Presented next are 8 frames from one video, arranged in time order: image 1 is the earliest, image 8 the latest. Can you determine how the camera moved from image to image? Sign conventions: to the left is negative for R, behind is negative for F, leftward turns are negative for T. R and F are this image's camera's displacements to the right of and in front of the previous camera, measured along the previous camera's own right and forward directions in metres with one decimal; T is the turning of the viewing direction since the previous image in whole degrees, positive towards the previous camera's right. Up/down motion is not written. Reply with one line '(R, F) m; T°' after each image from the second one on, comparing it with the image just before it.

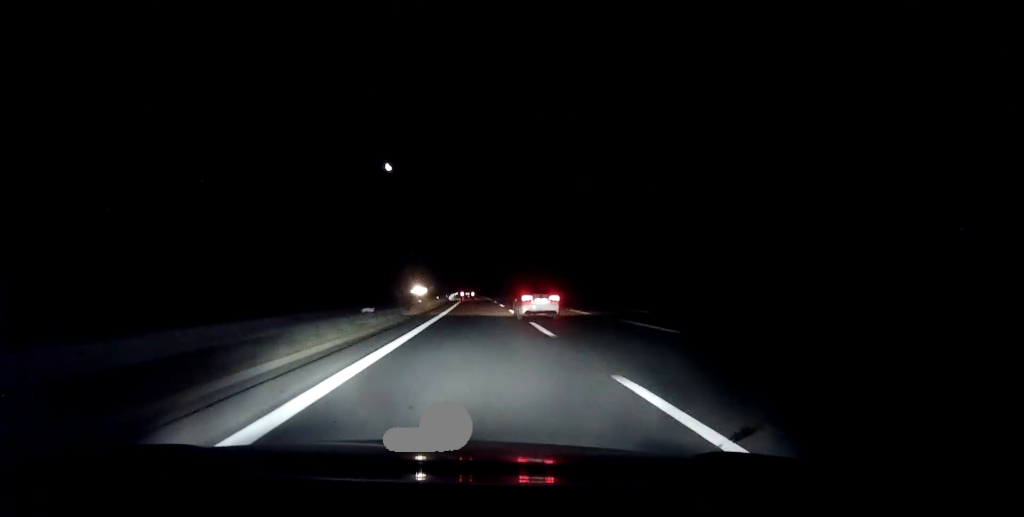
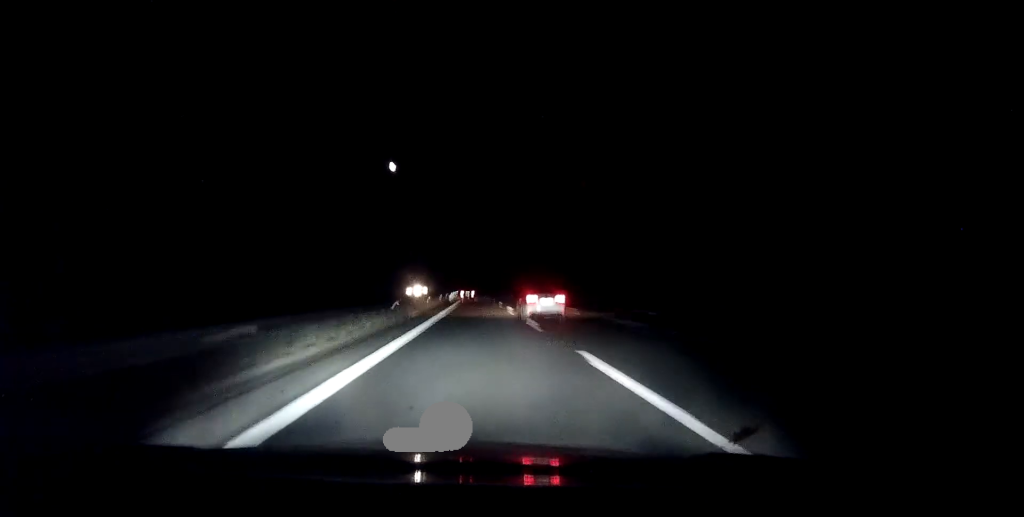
(-0.4, +27.1) m; -1°
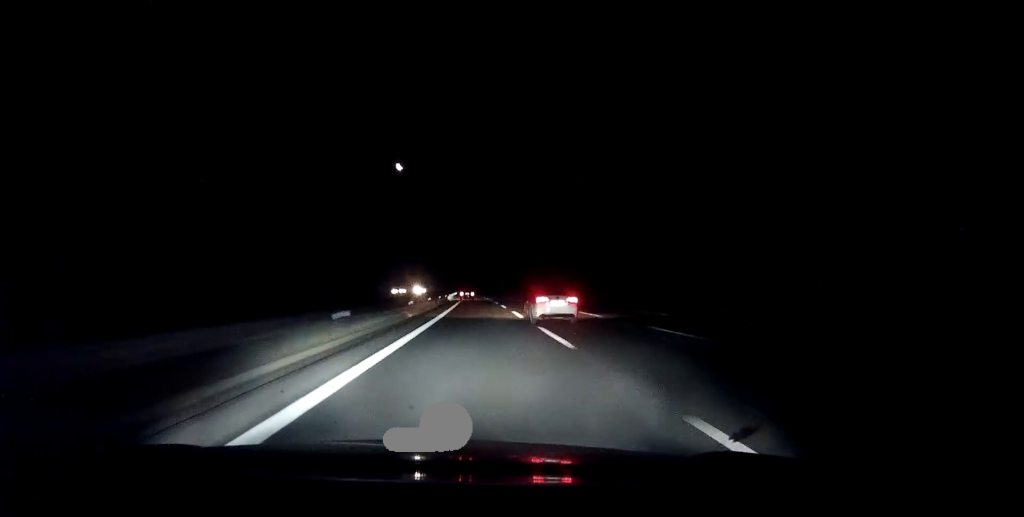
(-0.5, +49.9) m; -1°
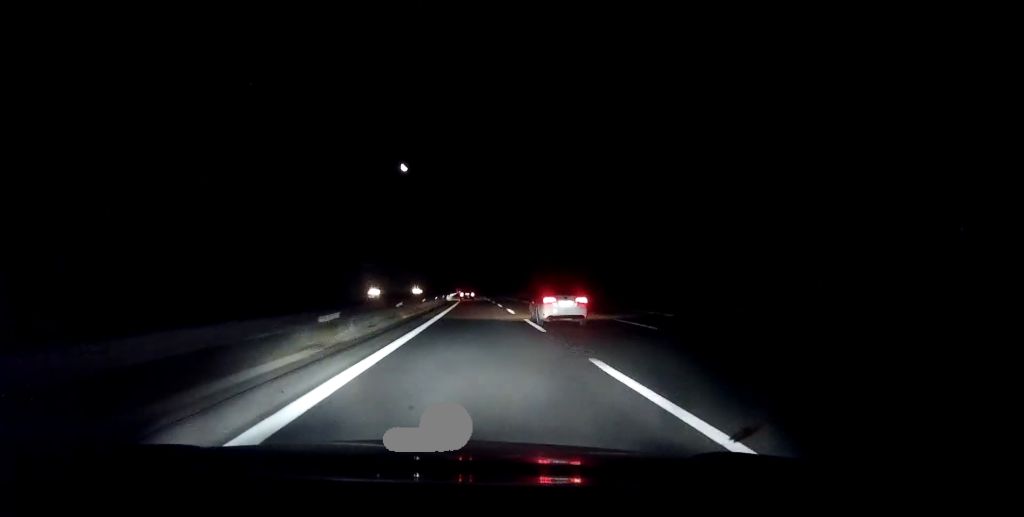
(-0.2, +41.1) m; -1°
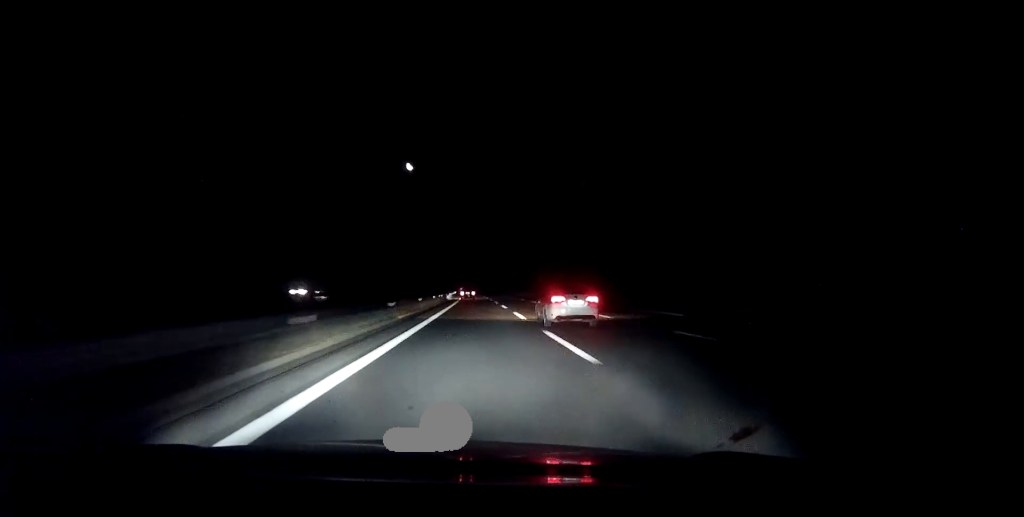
(-0.6, +36.8) m; -1°
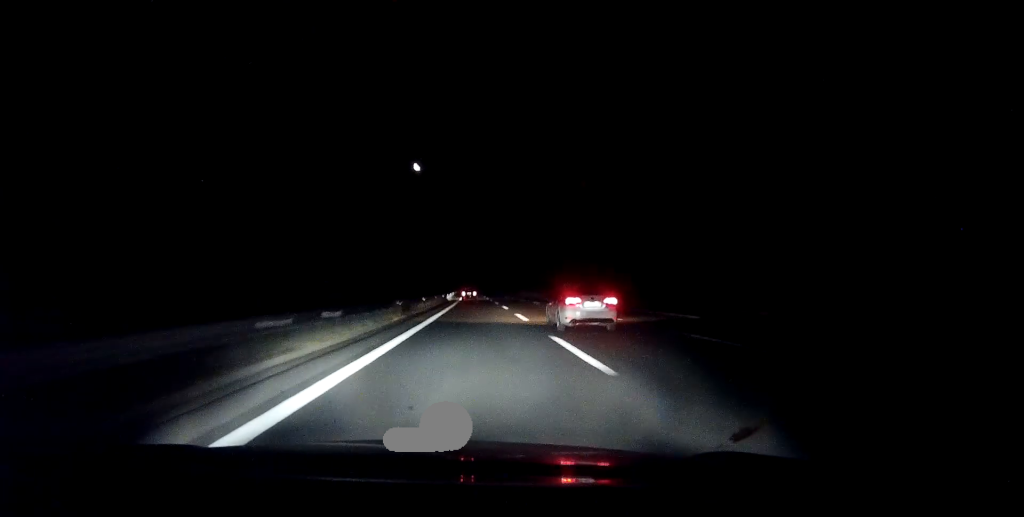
(-0.2, +46.2) m; 0°
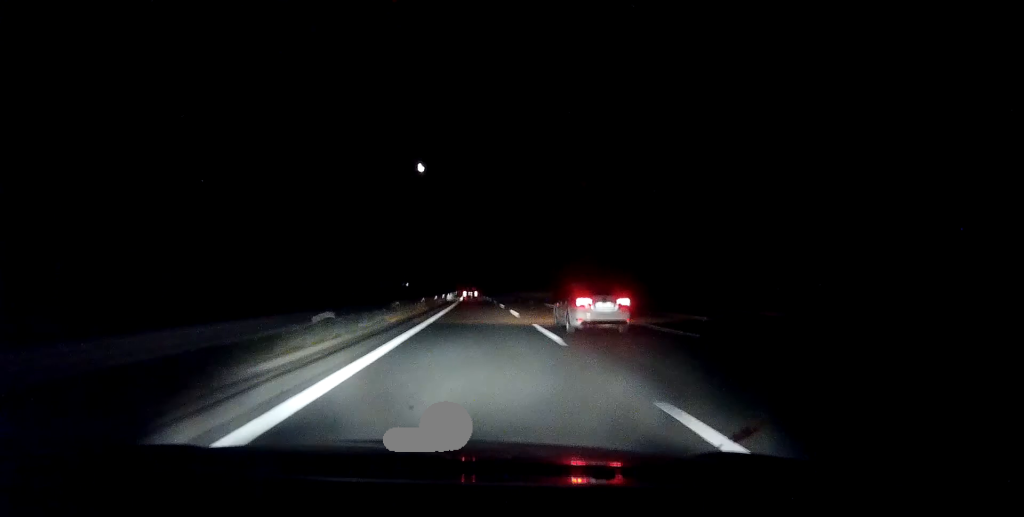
(0.0, +25.4) m; 0°
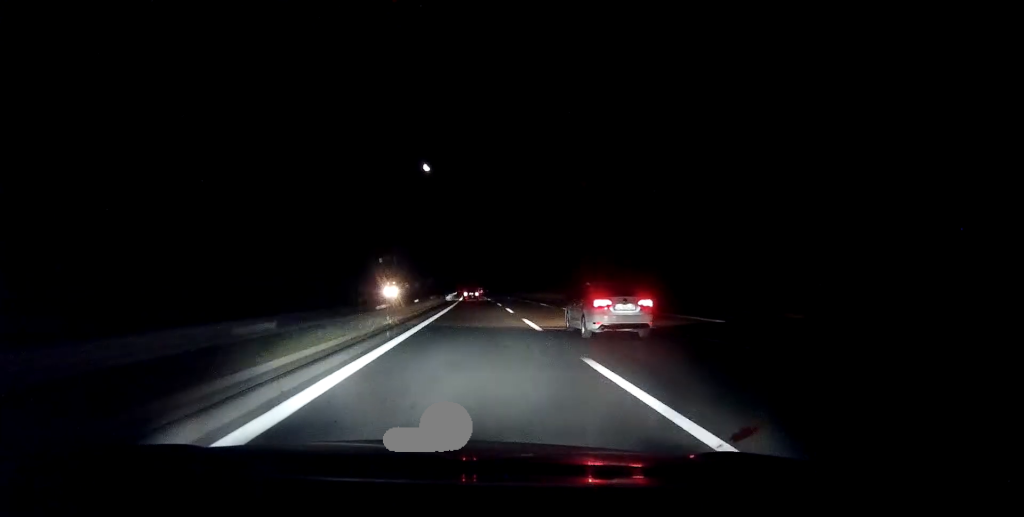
(-0.3, +41.7) m; 0°
